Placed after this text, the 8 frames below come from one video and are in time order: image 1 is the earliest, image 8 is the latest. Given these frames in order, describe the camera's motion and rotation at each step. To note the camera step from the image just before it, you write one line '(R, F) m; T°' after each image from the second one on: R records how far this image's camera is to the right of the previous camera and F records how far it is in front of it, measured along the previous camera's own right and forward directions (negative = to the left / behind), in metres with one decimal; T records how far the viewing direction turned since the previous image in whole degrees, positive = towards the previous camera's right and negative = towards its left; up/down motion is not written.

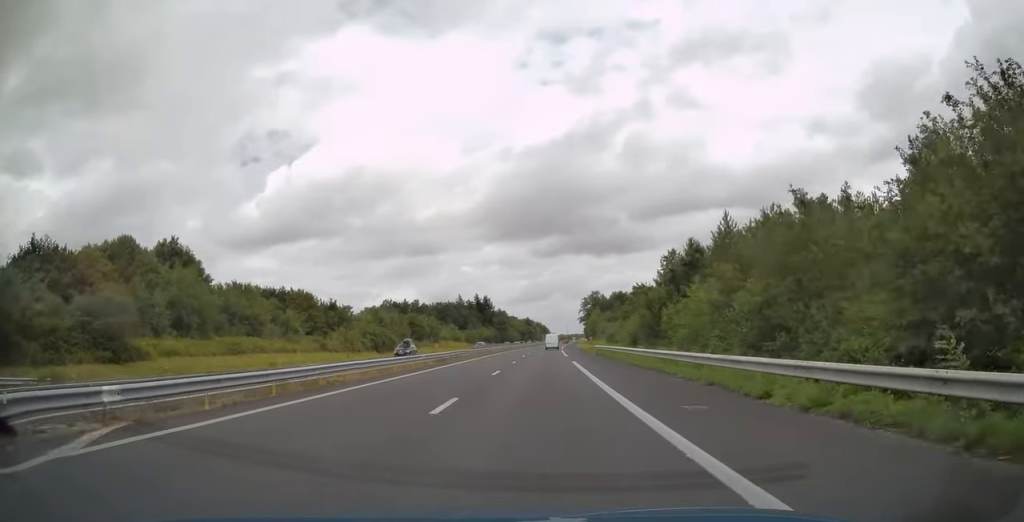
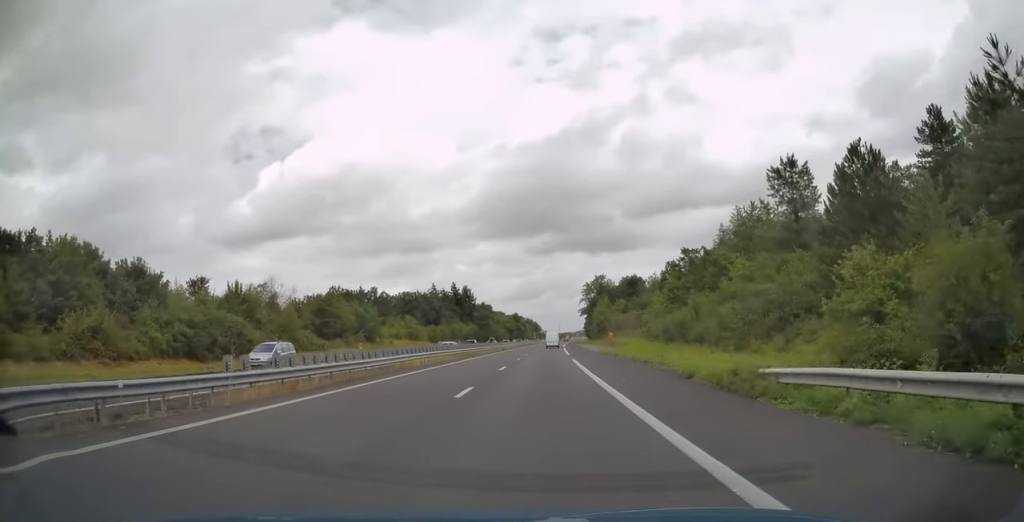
(+0.4, +49.2) m; +1°
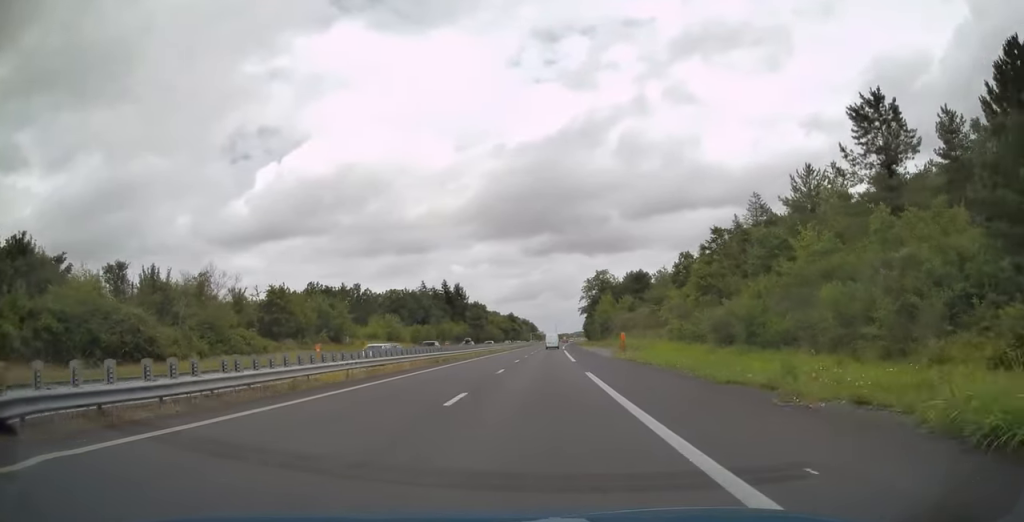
(0.0, +14.6) m; 0°
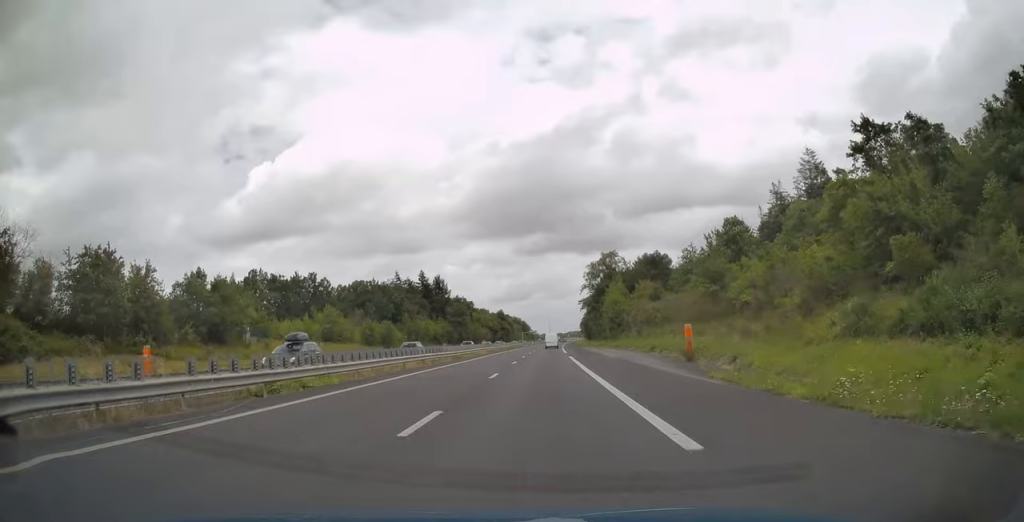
(+0.1, +30.3) m; +1°
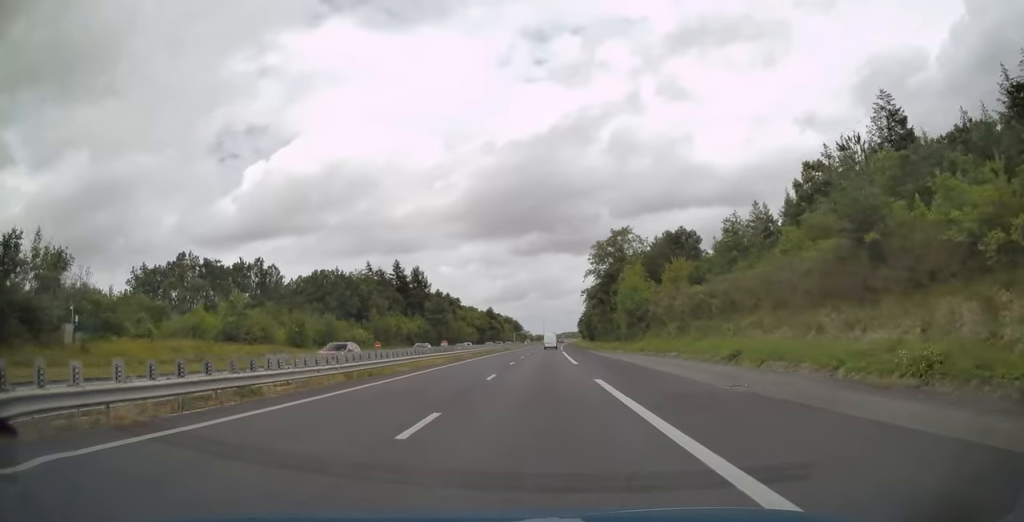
(+0.1, +26.5) m; +1°
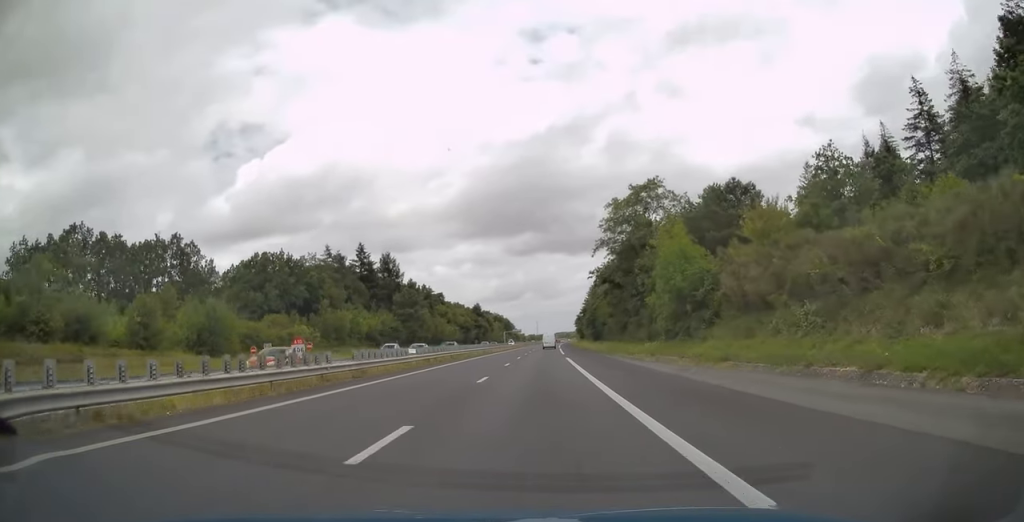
(+0.1, +28.6) m; +1°
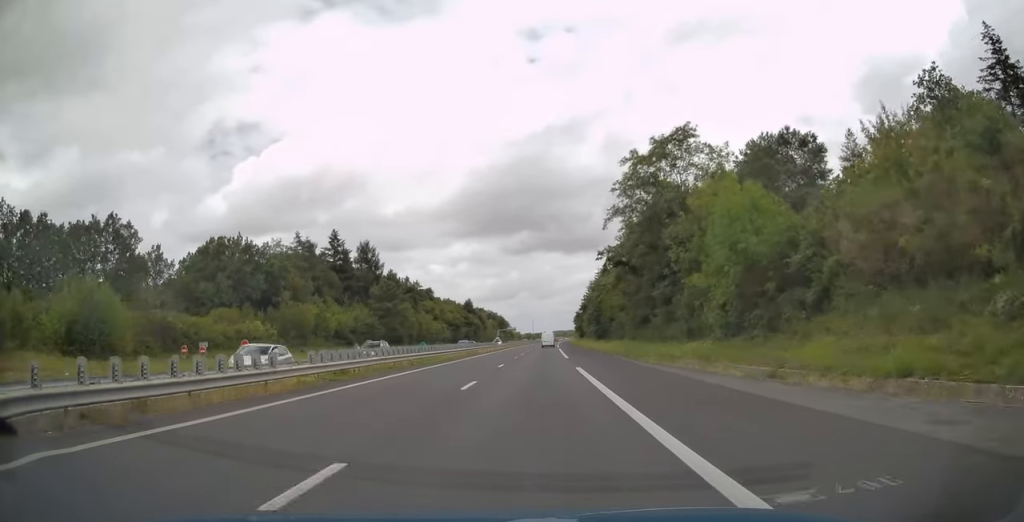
(+0.1, +16.2) m; 0°
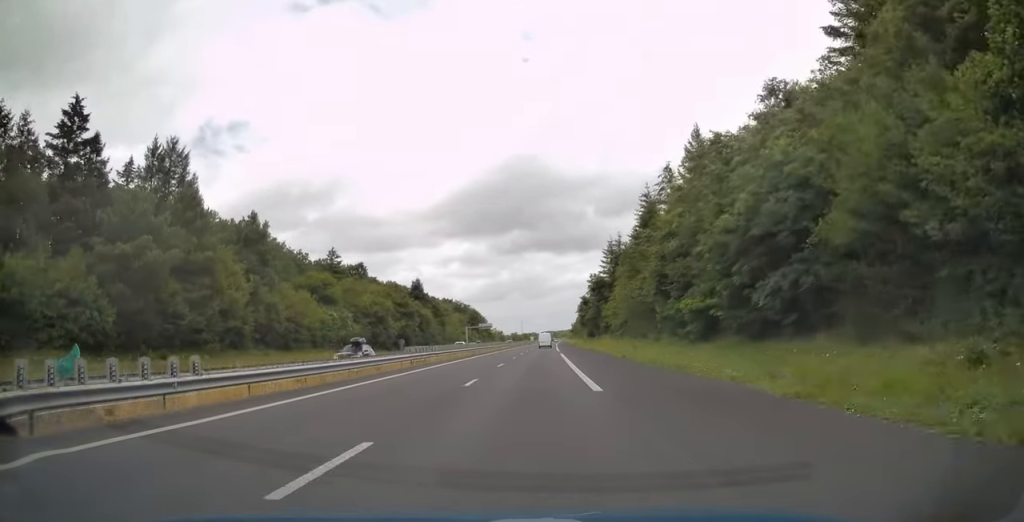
(+0.5, +76.6) m; +1°
